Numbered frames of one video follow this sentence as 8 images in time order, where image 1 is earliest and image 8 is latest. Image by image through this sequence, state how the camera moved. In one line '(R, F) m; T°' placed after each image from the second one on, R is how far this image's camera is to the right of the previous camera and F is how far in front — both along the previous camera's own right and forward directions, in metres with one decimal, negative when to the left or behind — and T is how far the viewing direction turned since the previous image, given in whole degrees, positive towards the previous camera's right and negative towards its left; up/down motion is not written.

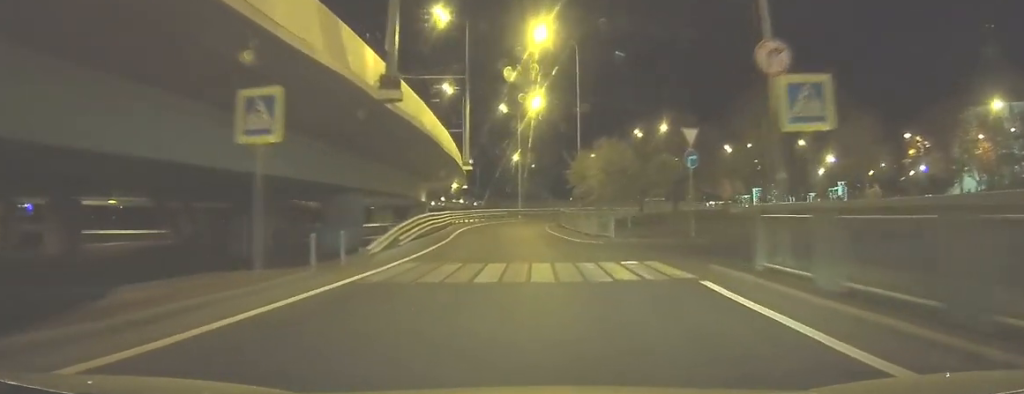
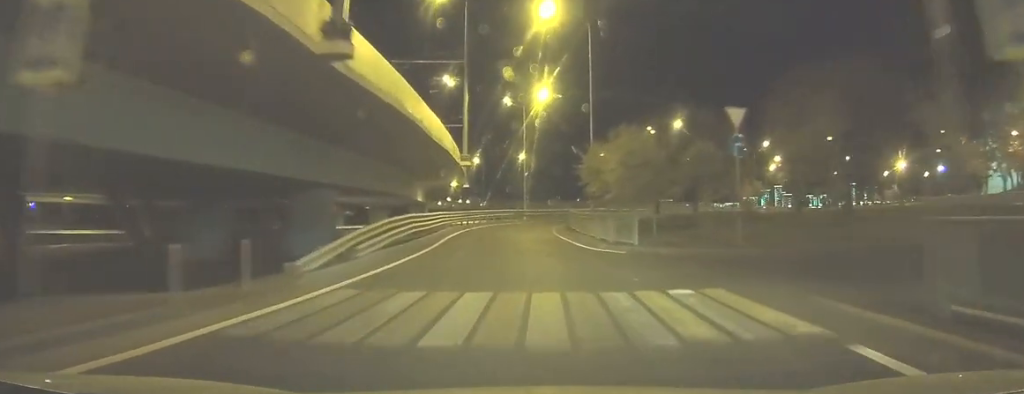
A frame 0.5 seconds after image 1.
(+0.1, +5.4) m; -1°
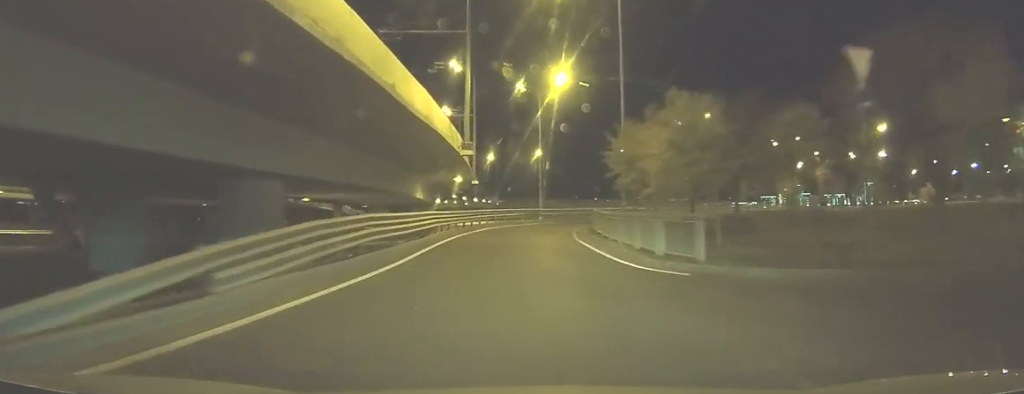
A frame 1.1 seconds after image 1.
(-0.2, +7.5) m; -1°
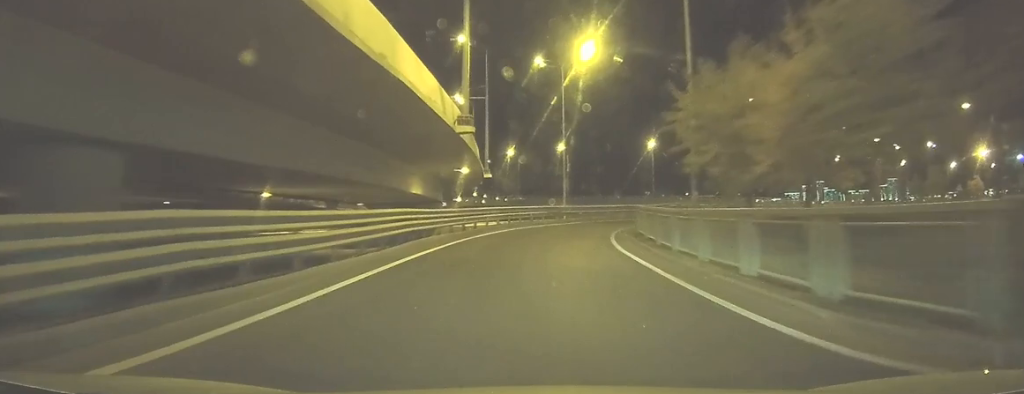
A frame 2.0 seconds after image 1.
(-0.1, +9.7) m; -1°
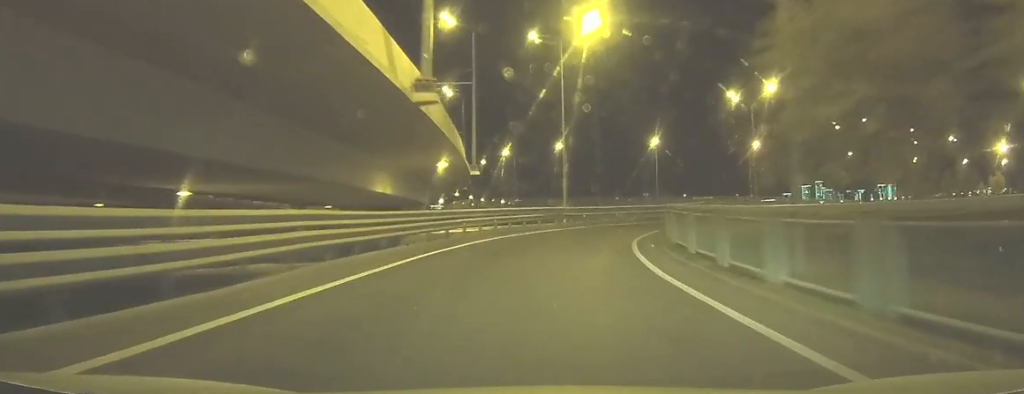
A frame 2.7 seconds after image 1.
(0.0, +7.7) m; 0°
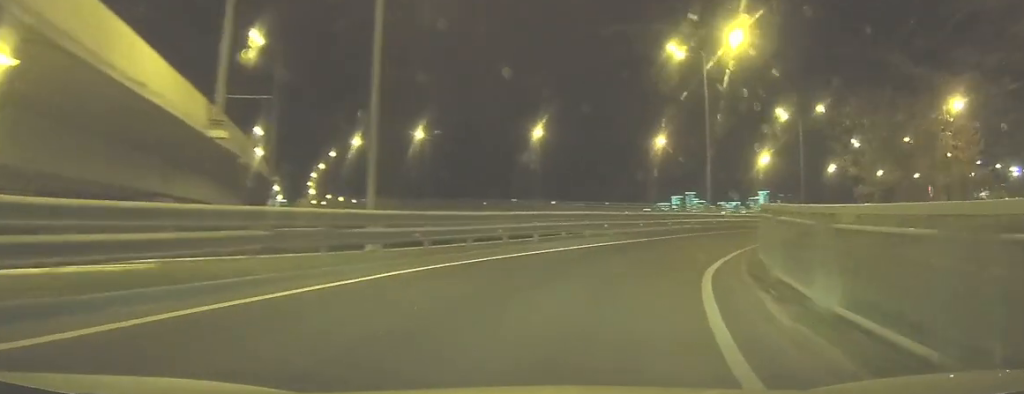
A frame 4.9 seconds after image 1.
(+1.8, +24.3) m; +14°
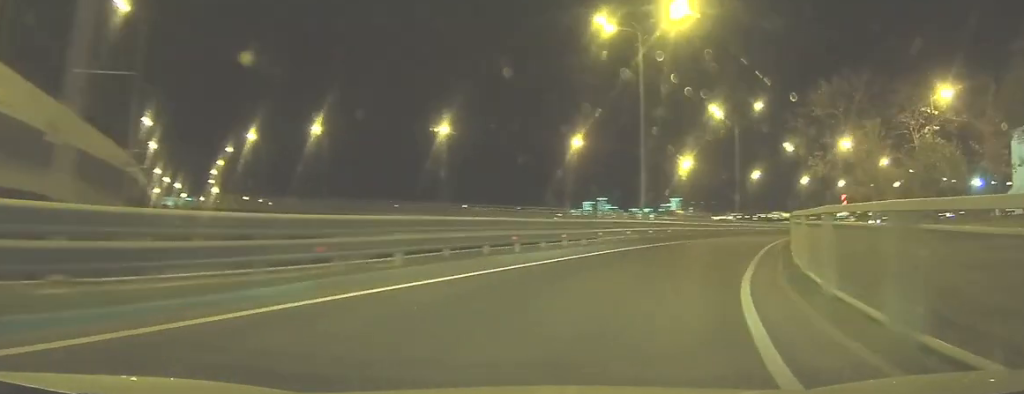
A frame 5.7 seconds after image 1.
(+0.5, +8.7) m; +8°
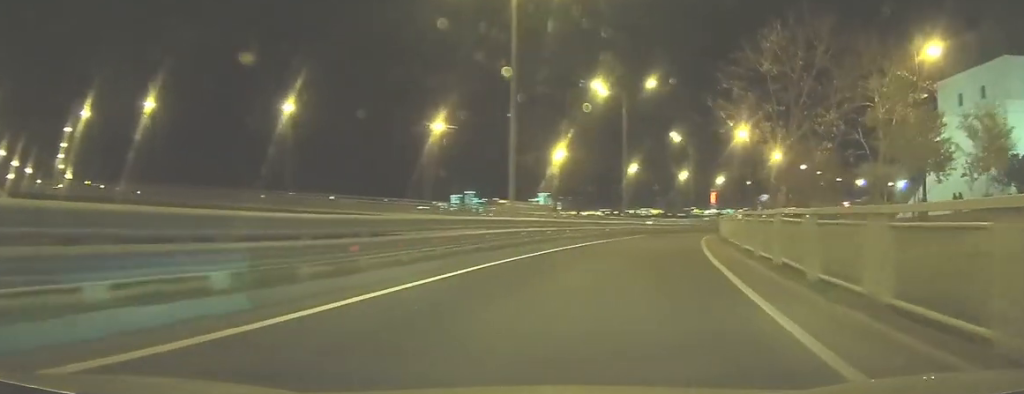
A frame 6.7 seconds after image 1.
(+1.0, +11.7) m; +8°
